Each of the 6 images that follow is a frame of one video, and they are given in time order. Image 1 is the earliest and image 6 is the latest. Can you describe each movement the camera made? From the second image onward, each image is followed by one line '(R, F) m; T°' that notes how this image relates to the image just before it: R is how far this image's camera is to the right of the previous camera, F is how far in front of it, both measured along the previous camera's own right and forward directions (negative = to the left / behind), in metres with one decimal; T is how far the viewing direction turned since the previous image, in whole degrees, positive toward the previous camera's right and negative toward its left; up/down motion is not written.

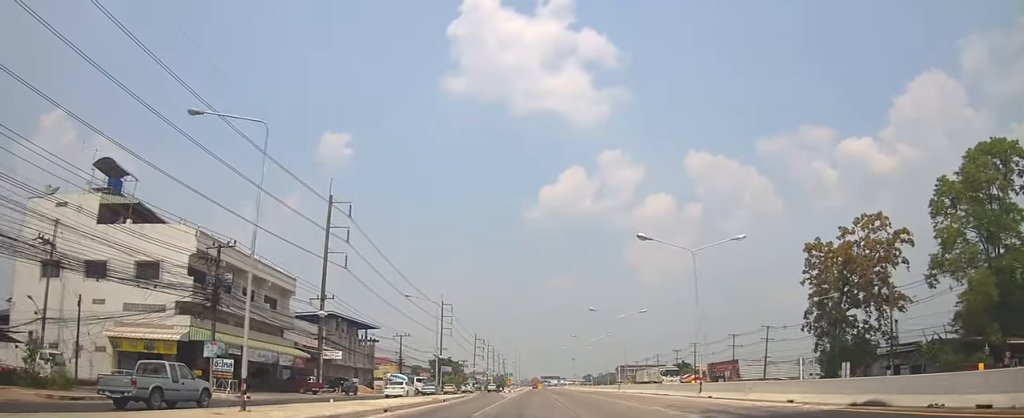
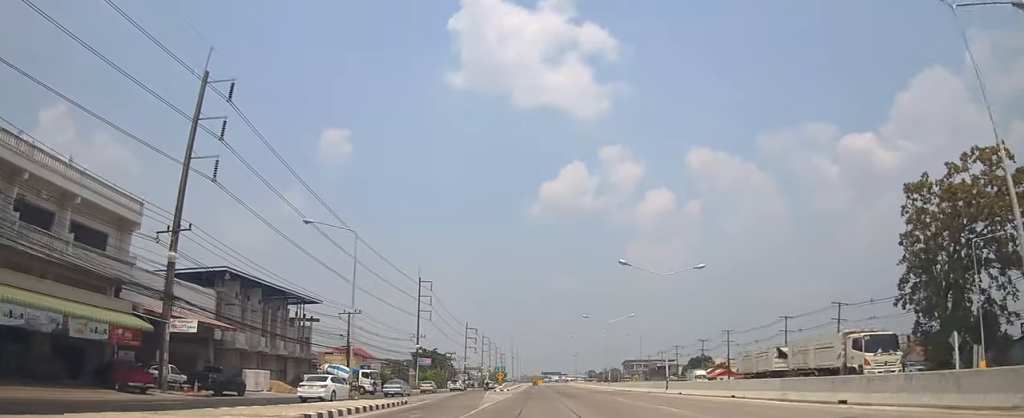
(-0.1, +24.4) m; 0°
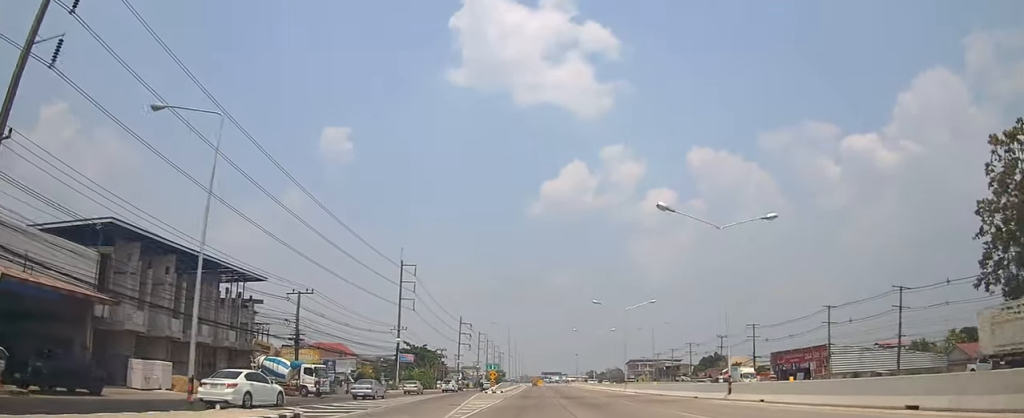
(+0.2, +14.0) m; 0°
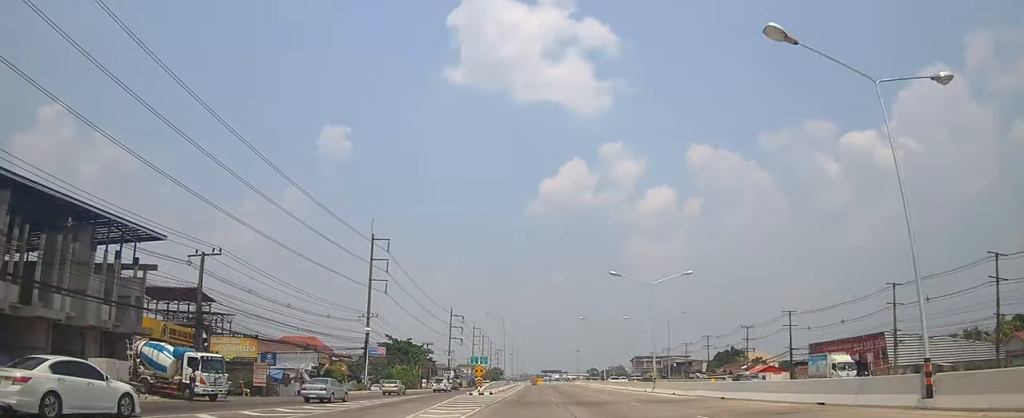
(-0.4, +15.4) m; 0°
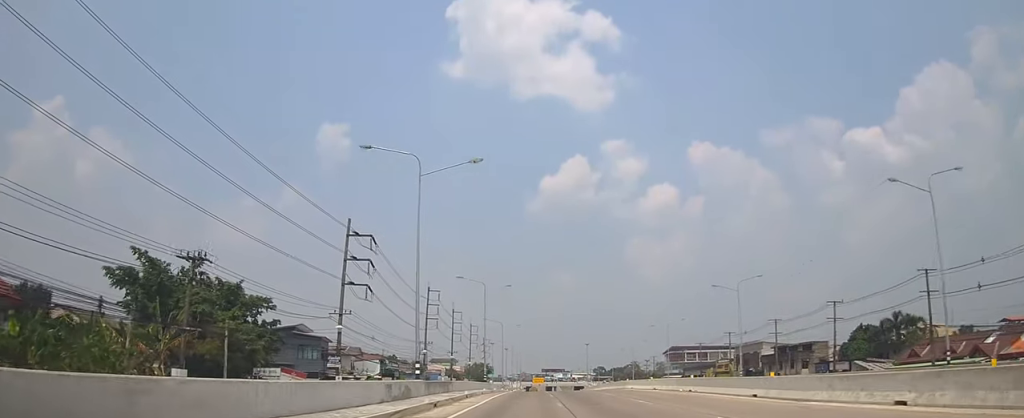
(-0.2, +76.3) m; -3°
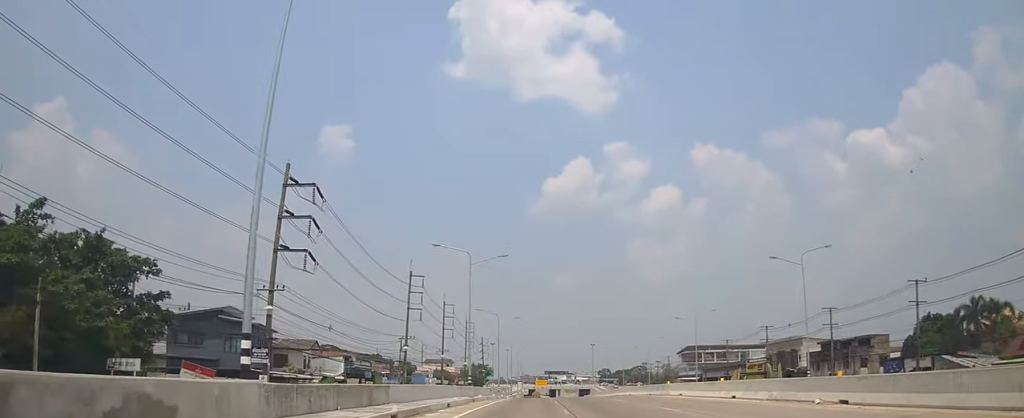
(0.0, +18.0) m; +3°
